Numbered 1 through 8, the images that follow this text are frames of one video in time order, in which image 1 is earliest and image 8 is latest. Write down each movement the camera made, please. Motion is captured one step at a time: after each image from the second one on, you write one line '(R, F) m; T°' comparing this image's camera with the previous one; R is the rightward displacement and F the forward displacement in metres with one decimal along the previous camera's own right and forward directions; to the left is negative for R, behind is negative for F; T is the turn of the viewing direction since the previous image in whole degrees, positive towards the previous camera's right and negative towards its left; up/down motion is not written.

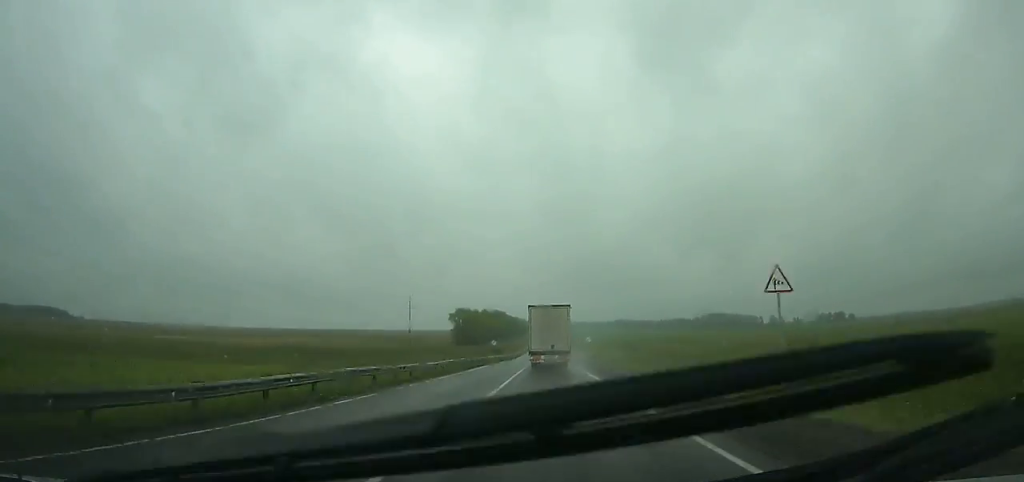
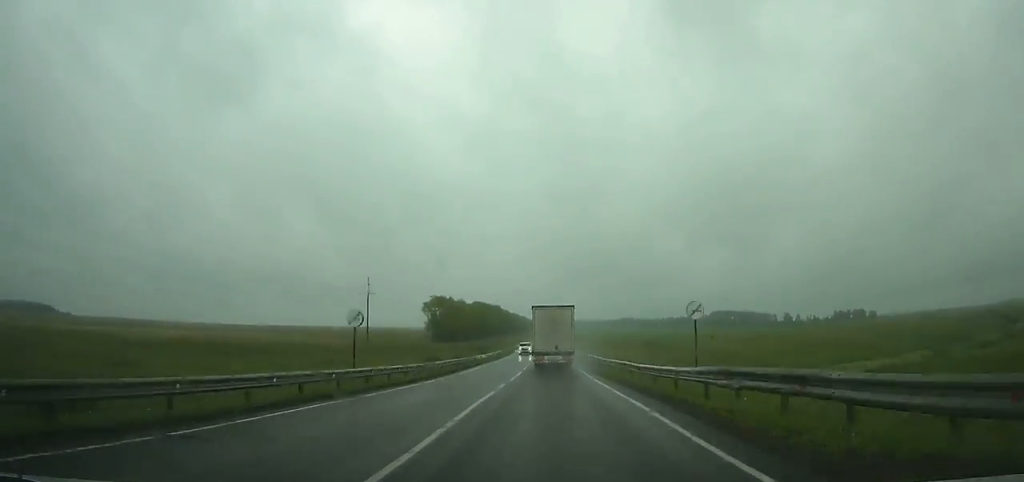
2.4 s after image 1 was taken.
(0.0, +60.8) m; 0°
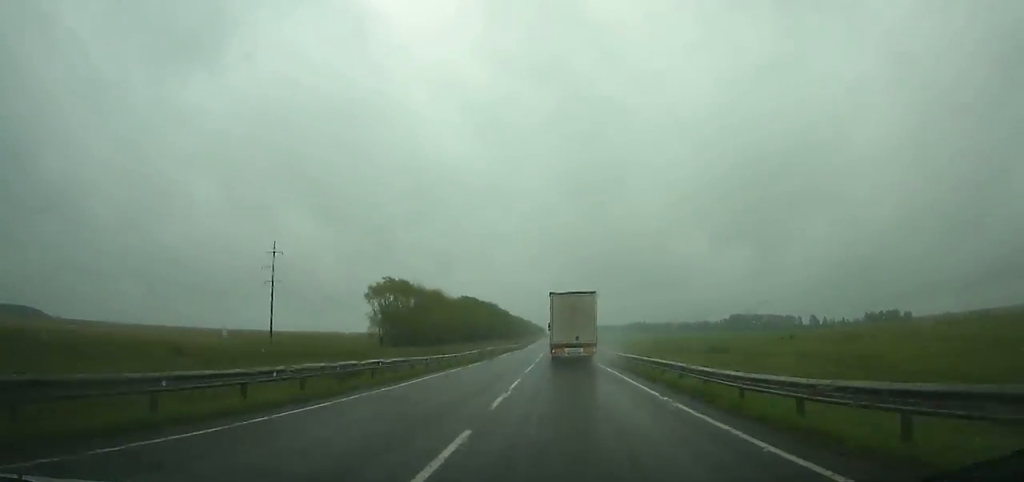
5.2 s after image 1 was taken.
(-0.1, +71.5) m; 0°
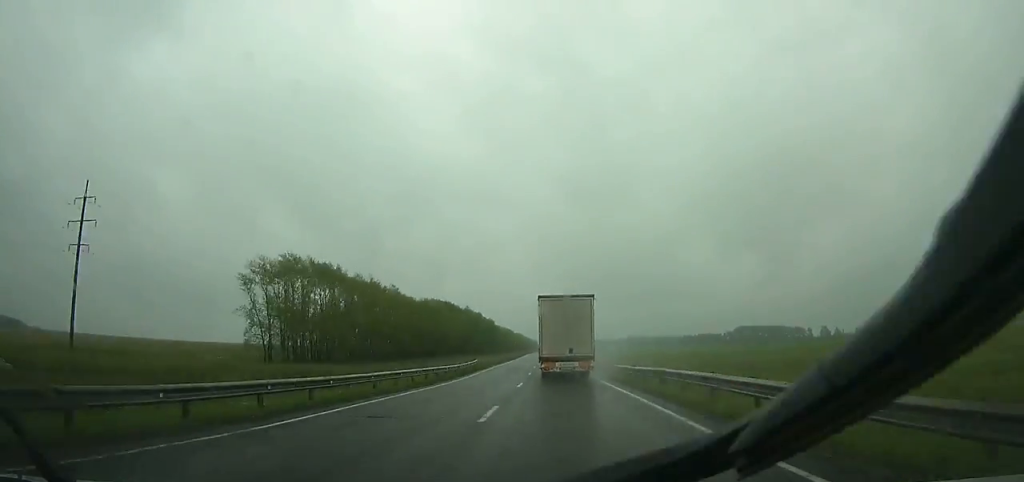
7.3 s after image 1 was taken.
(-0.1, +53.6) m; 0°
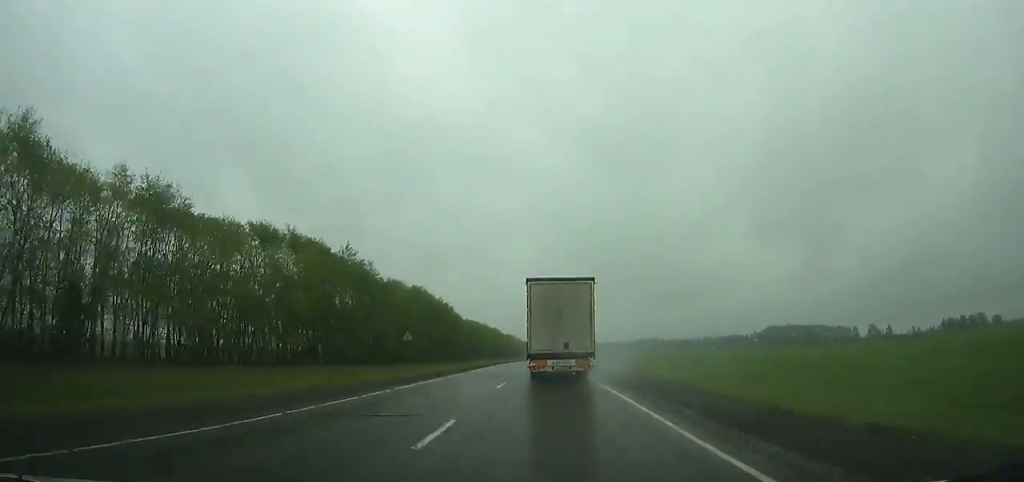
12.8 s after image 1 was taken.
(+0.8, +135.1) m; 0°
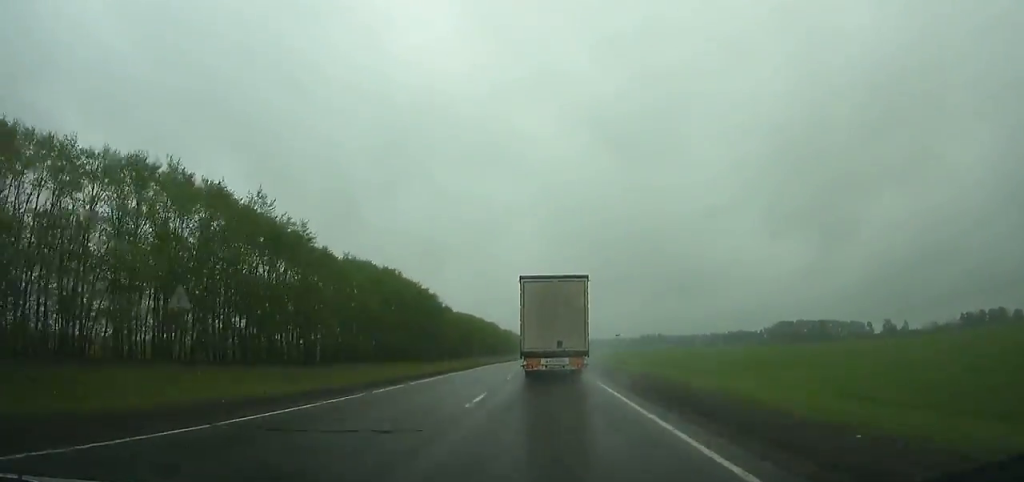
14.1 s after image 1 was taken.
(-0.1, +30.8) m; 0°
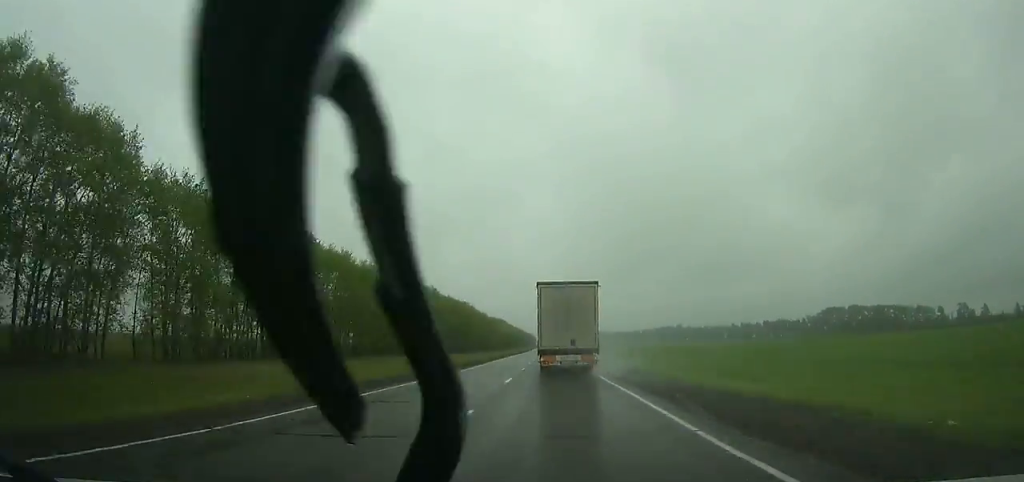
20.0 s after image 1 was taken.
(-0.4, +136.9) m; 0°
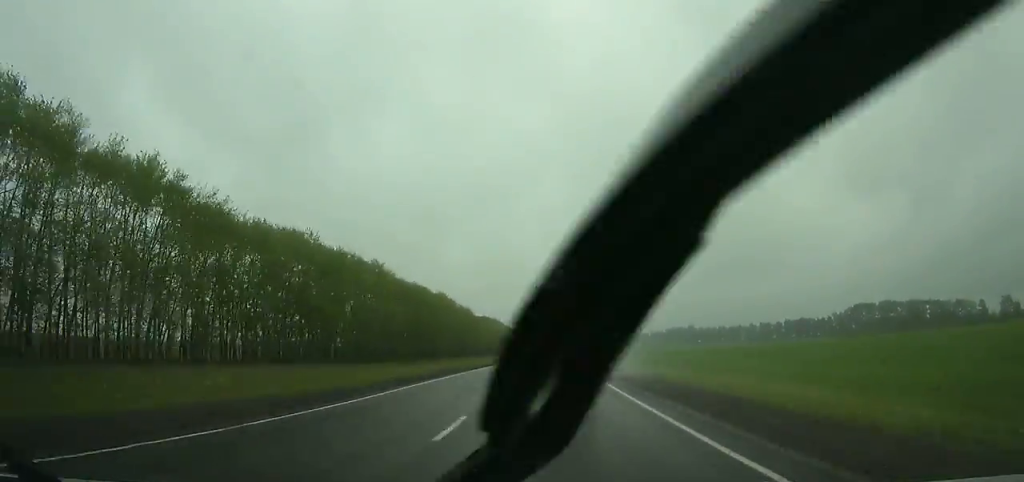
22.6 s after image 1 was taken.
(-0.1, +59.8) m; 0°
